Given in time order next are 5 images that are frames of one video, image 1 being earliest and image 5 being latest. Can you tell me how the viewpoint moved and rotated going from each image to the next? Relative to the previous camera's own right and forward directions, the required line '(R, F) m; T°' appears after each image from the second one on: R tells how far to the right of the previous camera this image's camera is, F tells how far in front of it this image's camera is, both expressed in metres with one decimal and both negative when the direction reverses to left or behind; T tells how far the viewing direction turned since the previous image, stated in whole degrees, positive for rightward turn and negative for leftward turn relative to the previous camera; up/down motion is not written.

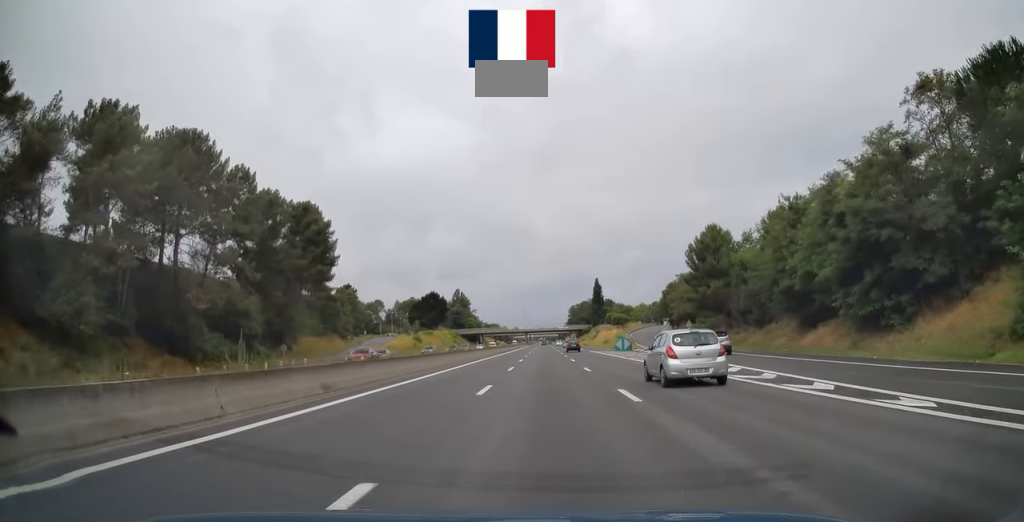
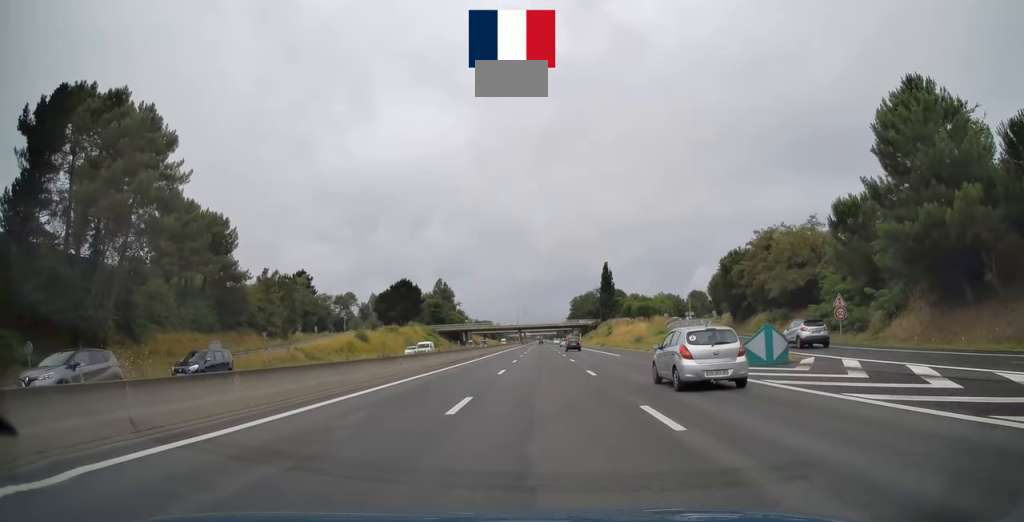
(+0.2, +43.9) m; +1°
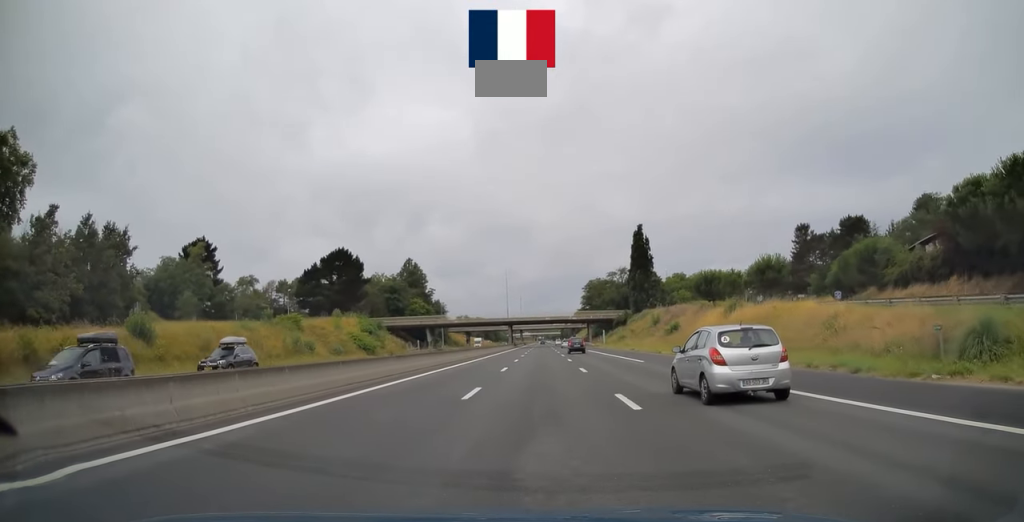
(-0.6, +62.5) m; -1°
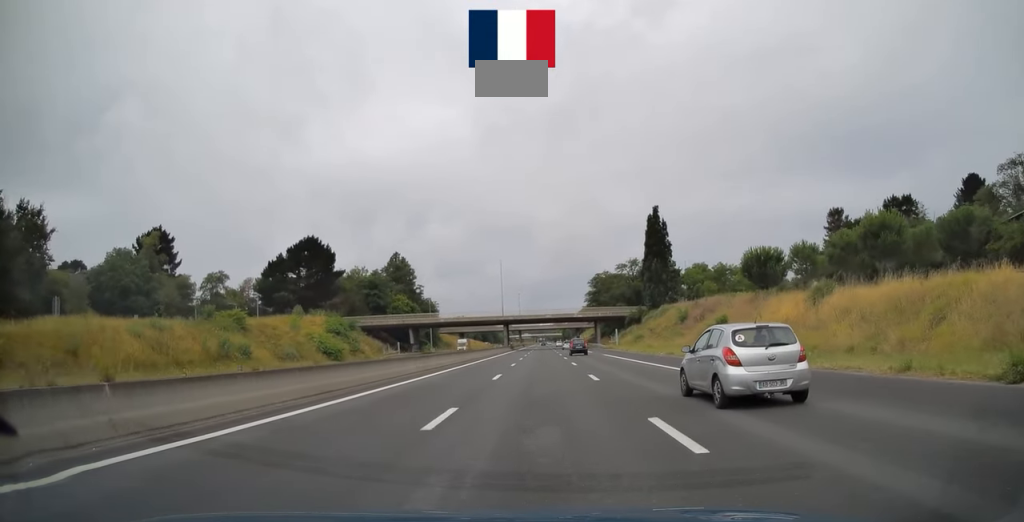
(0.0, +17.9) m; 0°
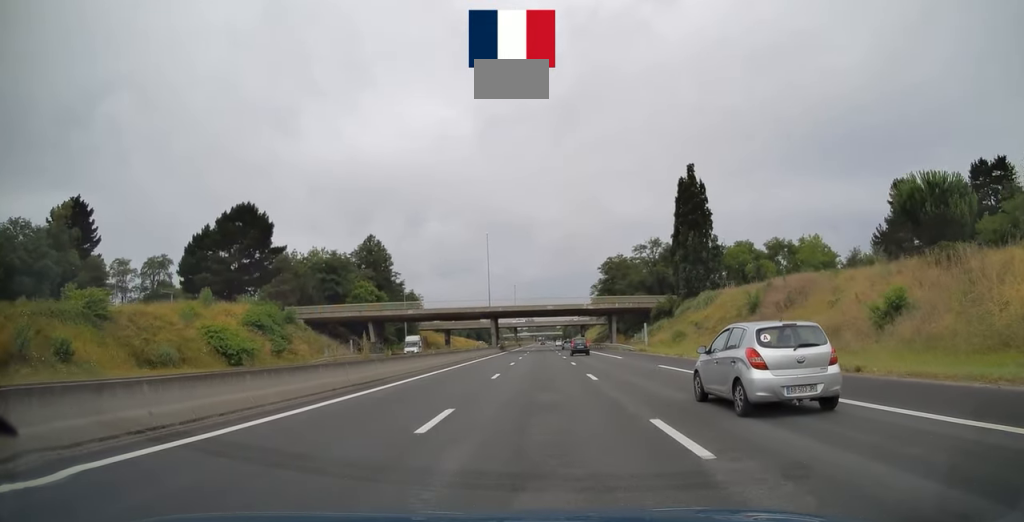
(0.0, +26.4) m; 0°
